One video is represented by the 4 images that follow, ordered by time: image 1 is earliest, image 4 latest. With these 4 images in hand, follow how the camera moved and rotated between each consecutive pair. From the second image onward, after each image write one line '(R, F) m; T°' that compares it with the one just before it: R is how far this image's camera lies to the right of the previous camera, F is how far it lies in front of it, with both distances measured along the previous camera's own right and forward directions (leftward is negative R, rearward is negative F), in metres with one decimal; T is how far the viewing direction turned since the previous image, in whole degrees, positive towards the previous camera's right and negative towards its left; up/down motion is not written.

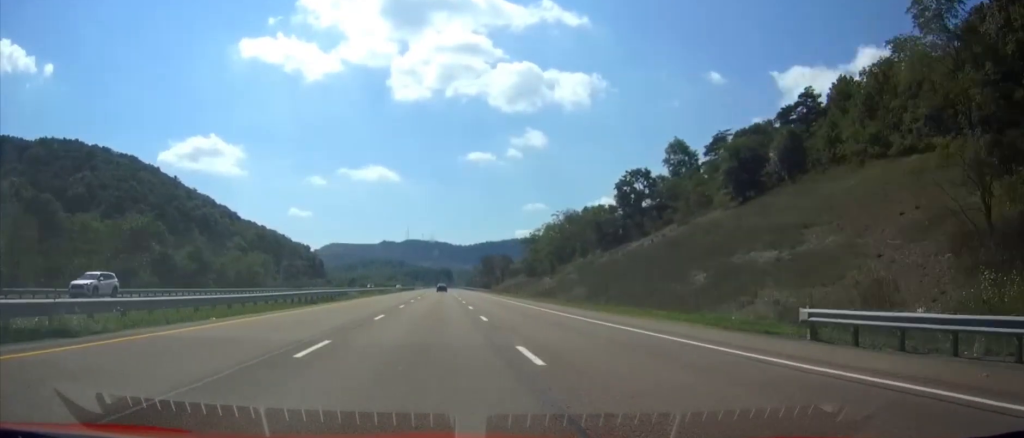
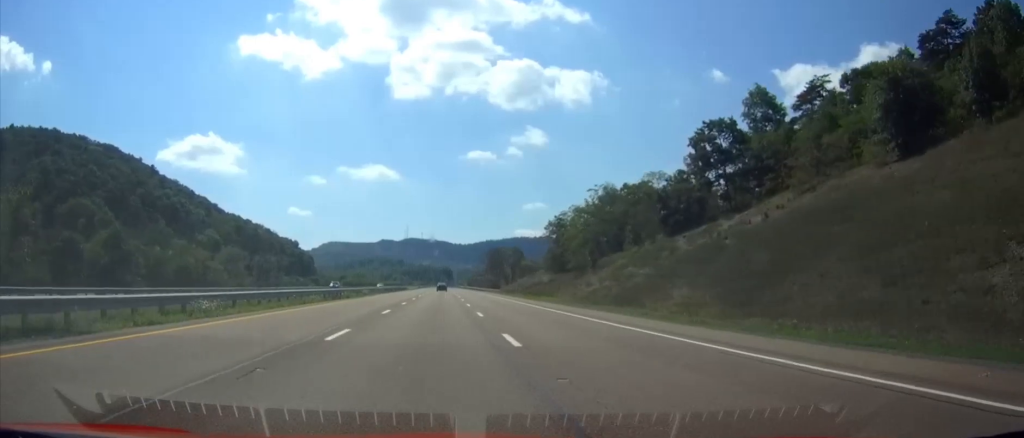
(+0.2, +35.2) m; 0°
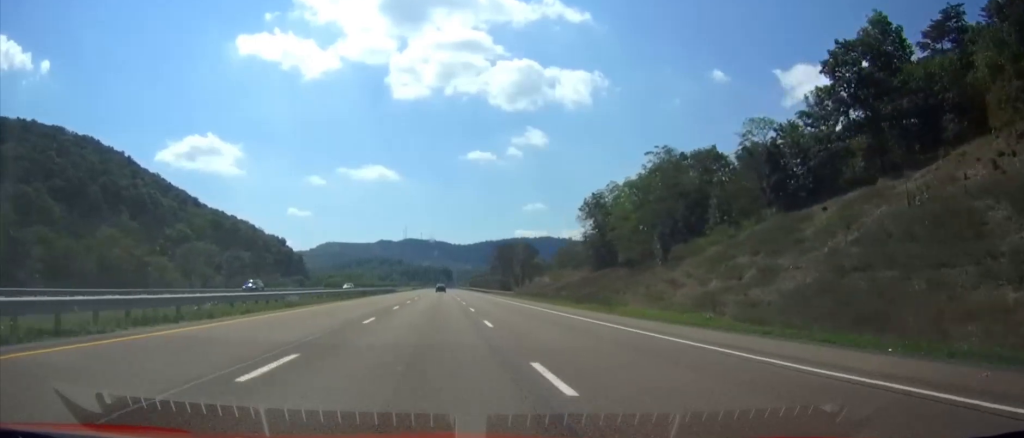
(0.0, +30.8) m; 0°
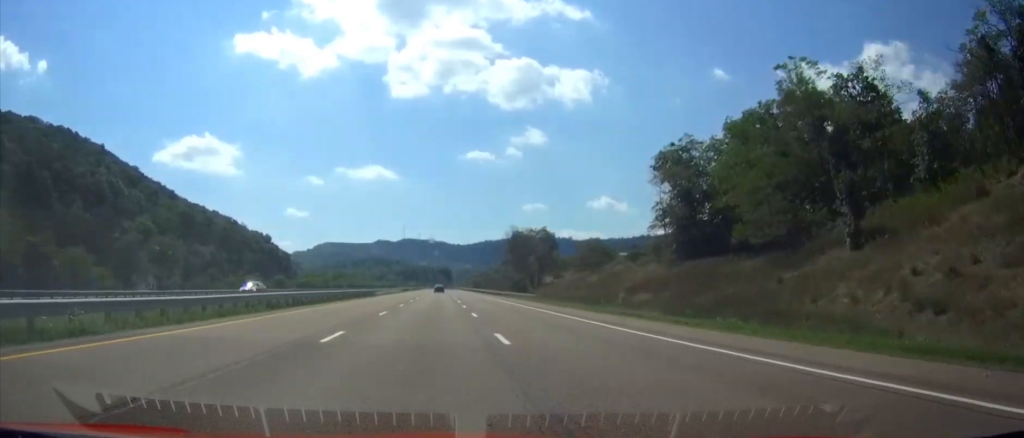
(-0.1, +31.6) m; 0°
